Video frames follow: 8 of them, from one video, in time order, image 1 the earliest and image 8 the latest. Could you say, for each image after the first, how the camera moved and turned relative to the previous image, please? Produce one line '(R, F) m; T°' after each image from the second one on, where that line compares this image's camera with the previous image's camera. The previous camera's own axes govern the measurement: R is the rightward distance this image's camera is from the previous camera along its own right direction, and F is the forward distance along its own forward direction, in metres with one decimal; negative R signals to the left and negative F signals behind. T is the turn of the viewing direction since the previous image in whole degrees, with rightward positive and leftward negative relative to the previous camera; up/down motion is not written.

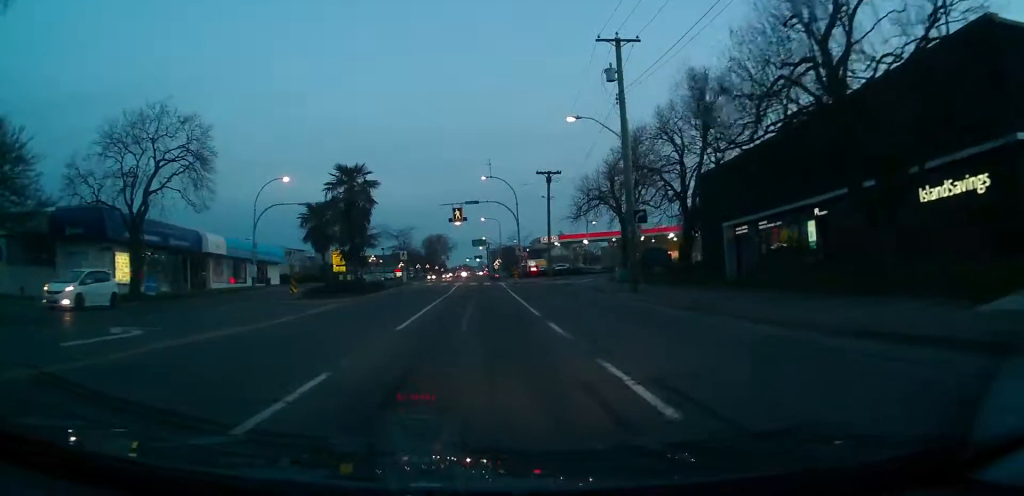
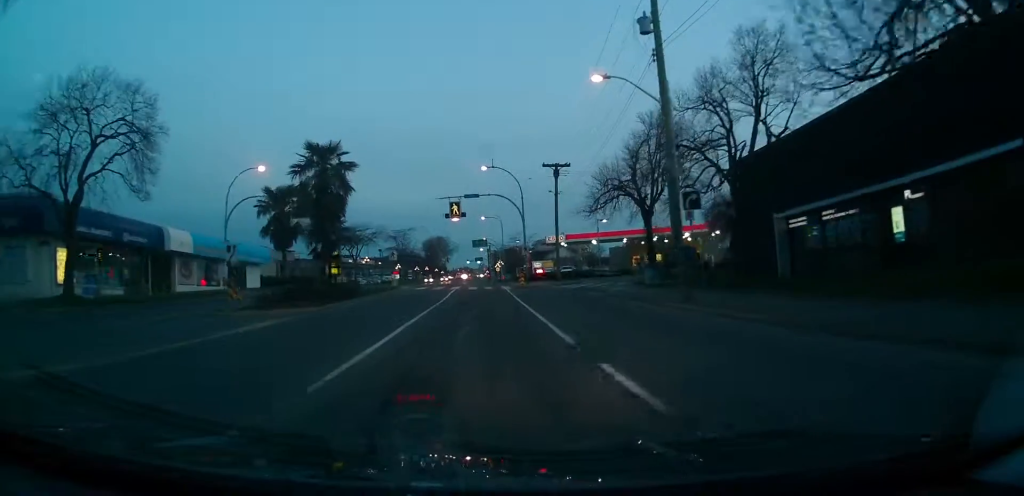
(0.0, +6.6) m; 0°
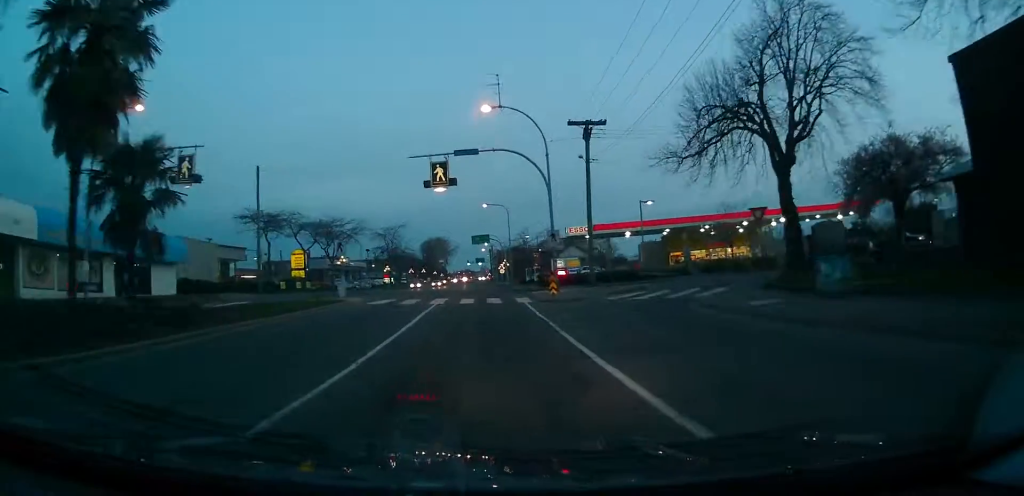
(+0.1, +19.2) m; +1°
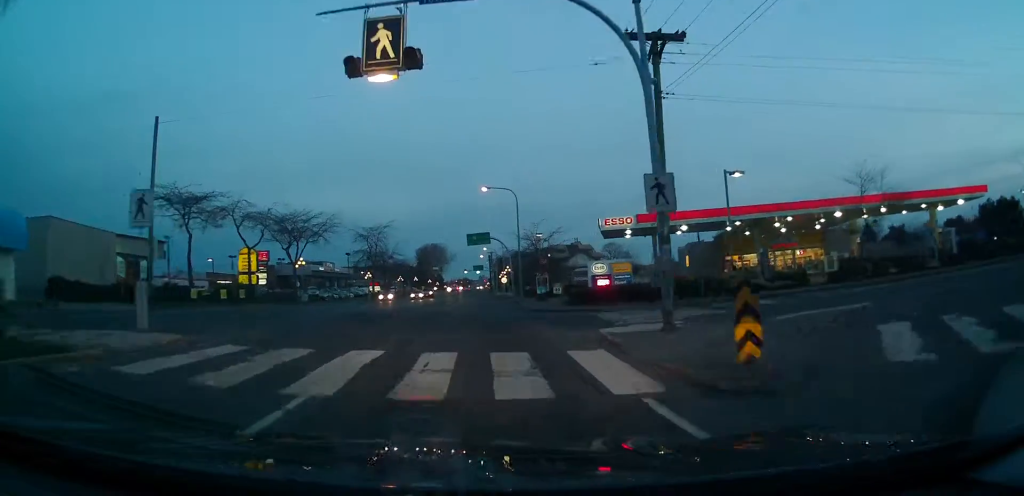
(+0.1, +18.9) m; 0°
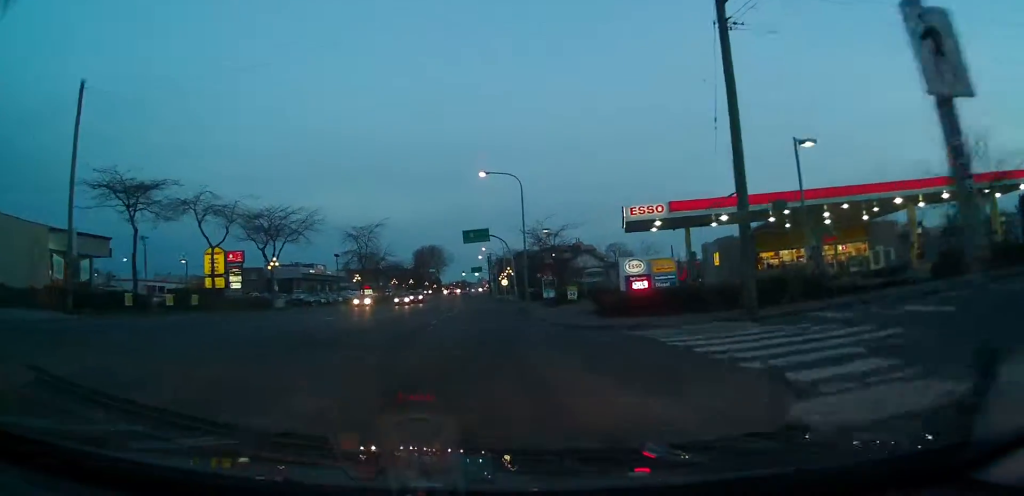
(0.0, +8.4) m; 0°
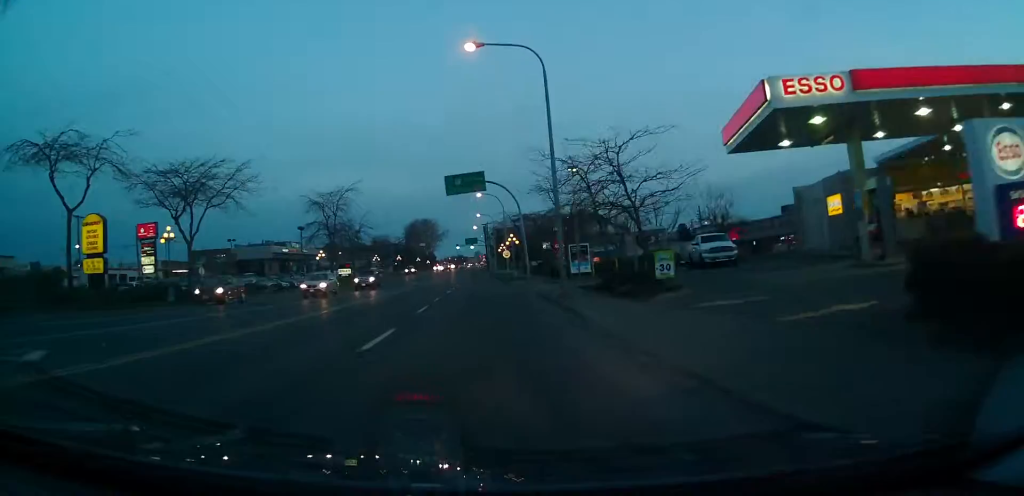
(0.0, +20.1) m; 0°
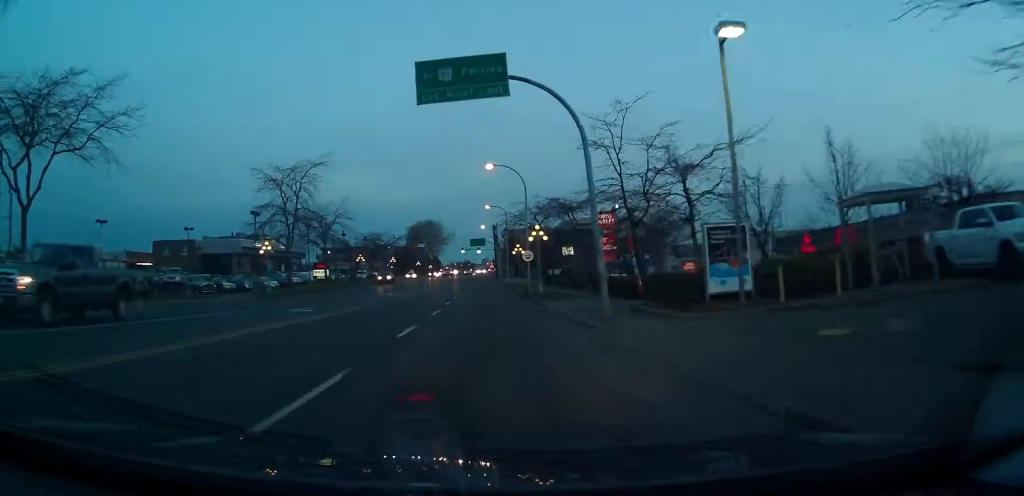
(-0.1, +22.1) m; -1°
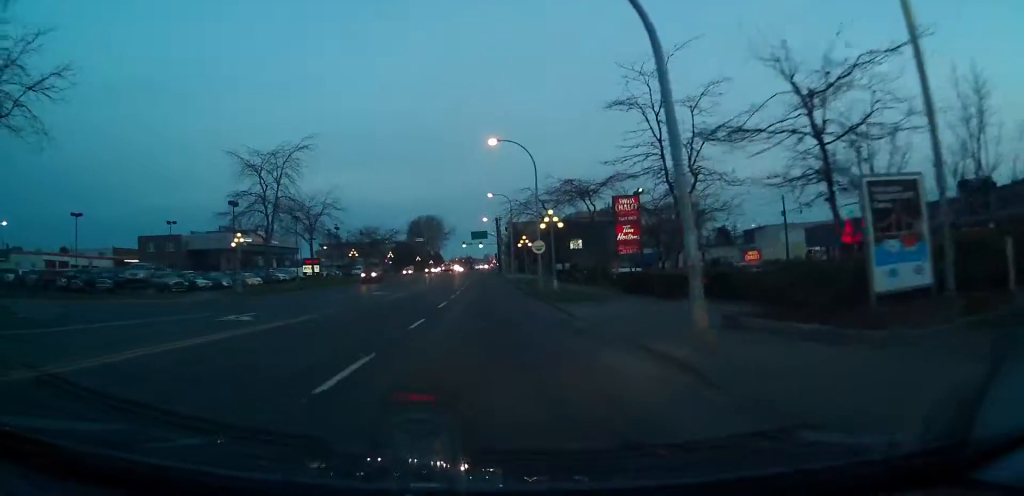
(-0.1, +6.9) m; 0°
